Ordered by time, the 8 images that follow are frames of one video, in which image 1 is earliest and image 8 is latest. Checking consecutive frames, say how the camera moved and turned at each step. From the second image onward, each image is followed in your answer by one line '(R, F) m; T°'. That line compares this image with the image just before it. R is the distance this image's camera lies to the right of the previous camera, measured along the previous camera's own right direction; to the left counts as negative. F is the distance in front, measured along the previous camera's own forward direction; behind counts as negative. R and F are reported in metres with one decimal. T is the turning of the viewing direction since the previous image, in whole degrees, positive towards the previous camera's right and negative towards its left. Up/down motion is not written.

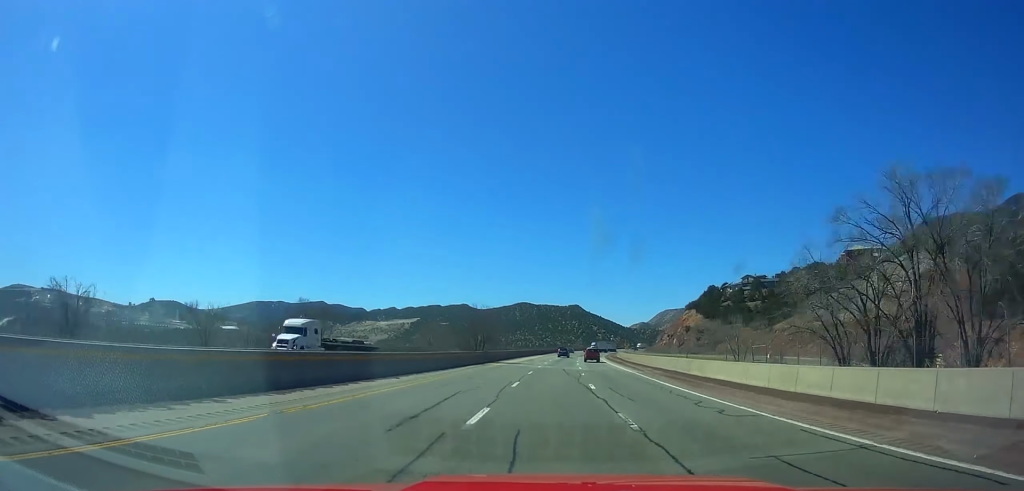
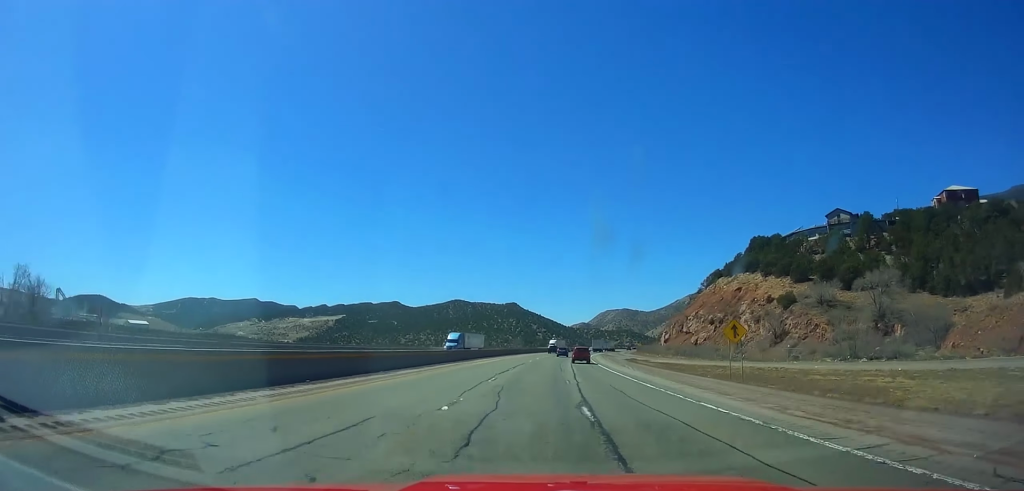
(+7.3, +121.2) m; +6°
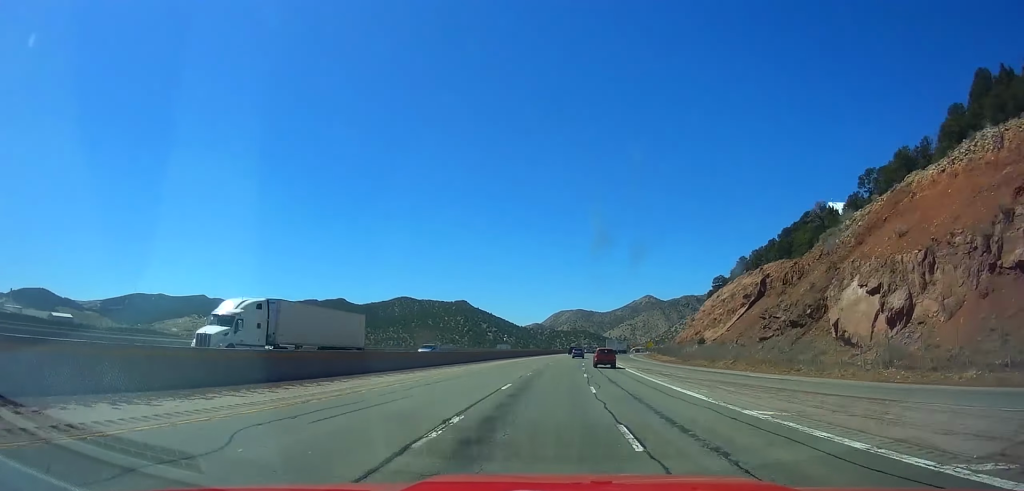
(+3.7, +102.6) m; +5°
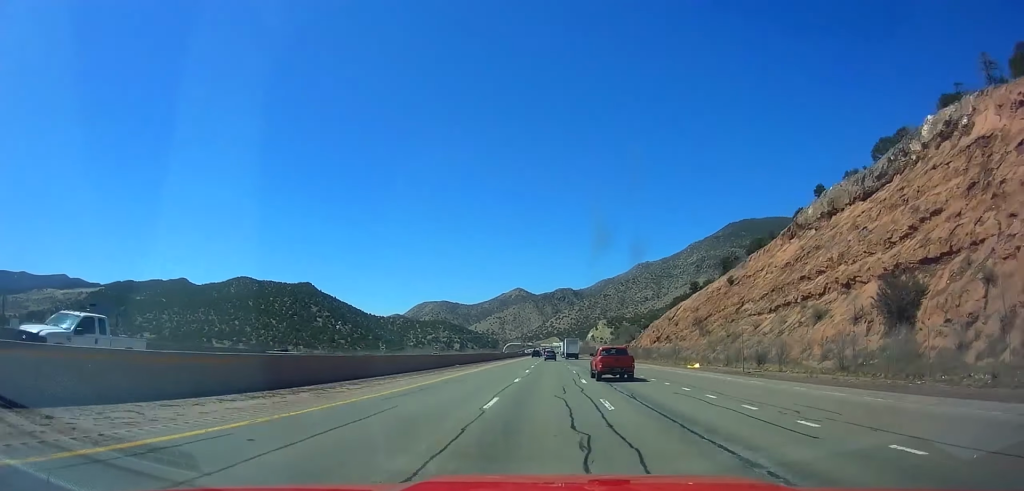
(+27.7, +226.2) m; +13°
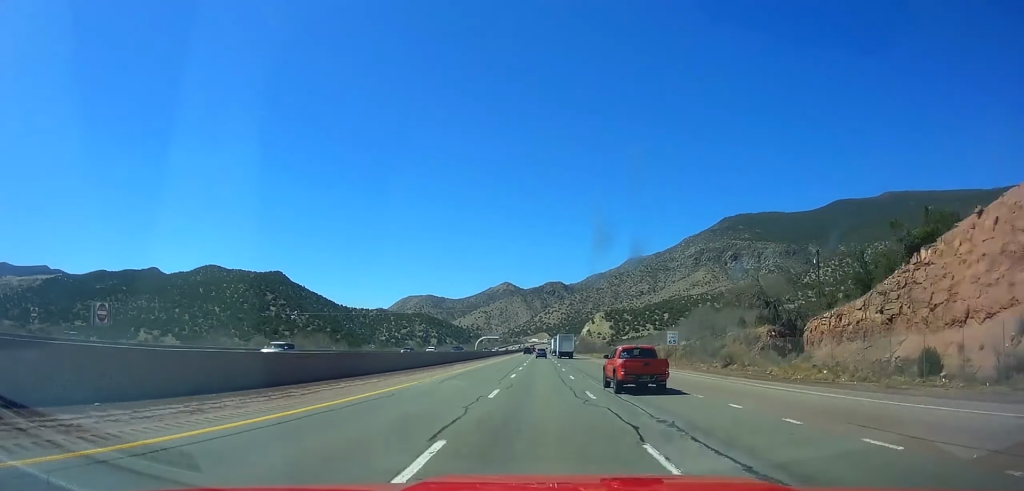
(+3.8, +108.3) m; +2°
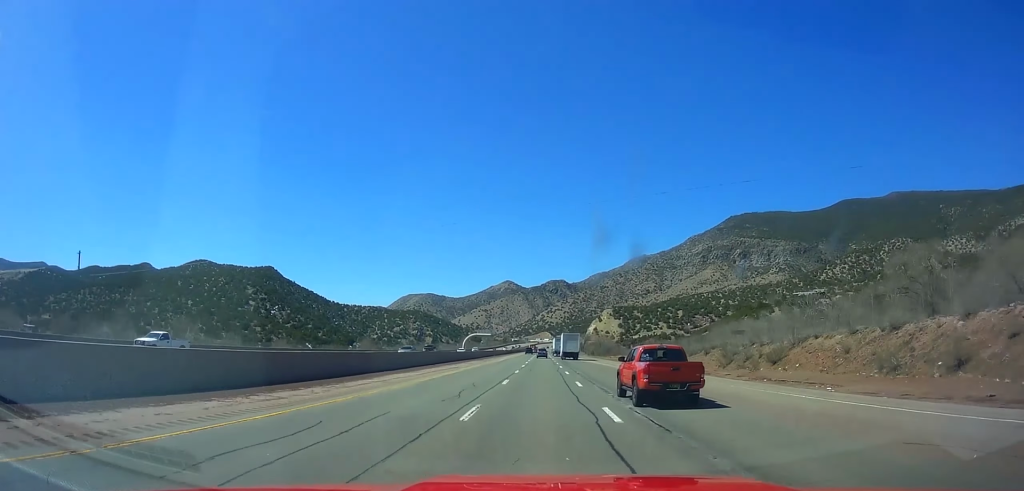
(0.0, +55.7) m; 0°
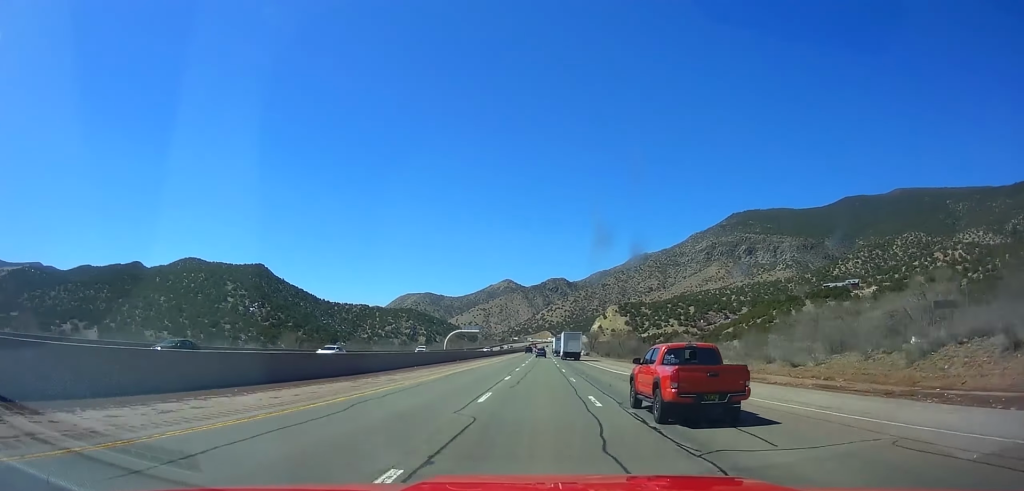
(0.0, +45.8) m; 0°
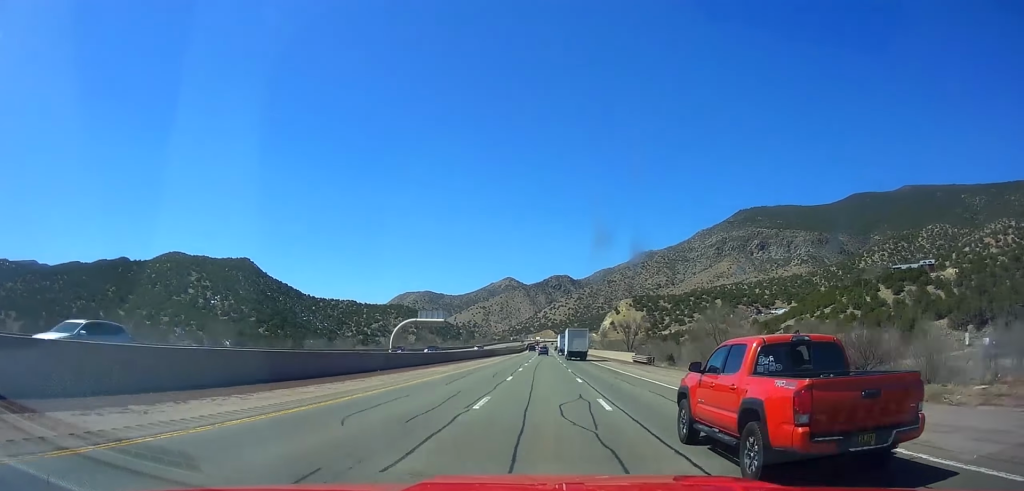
(-0.1, +75.3) m; 0°
